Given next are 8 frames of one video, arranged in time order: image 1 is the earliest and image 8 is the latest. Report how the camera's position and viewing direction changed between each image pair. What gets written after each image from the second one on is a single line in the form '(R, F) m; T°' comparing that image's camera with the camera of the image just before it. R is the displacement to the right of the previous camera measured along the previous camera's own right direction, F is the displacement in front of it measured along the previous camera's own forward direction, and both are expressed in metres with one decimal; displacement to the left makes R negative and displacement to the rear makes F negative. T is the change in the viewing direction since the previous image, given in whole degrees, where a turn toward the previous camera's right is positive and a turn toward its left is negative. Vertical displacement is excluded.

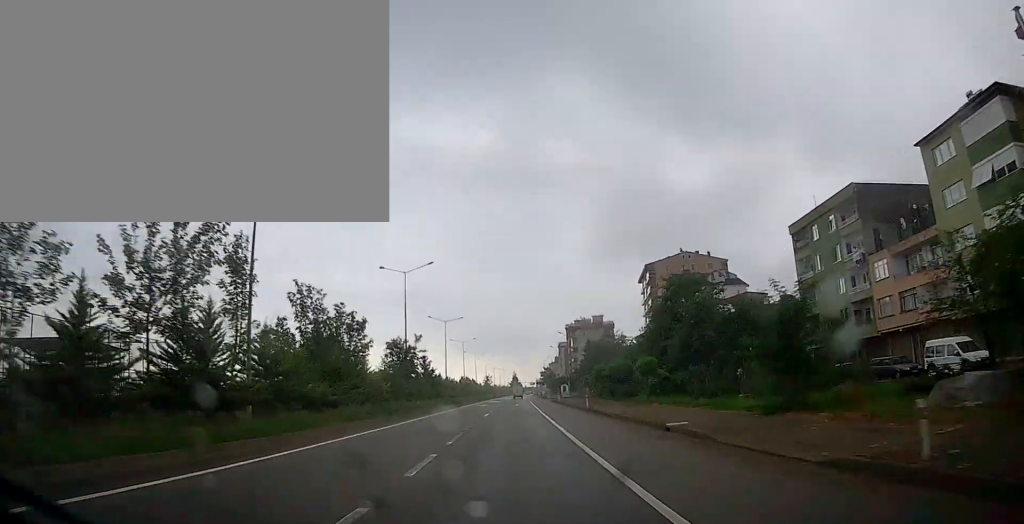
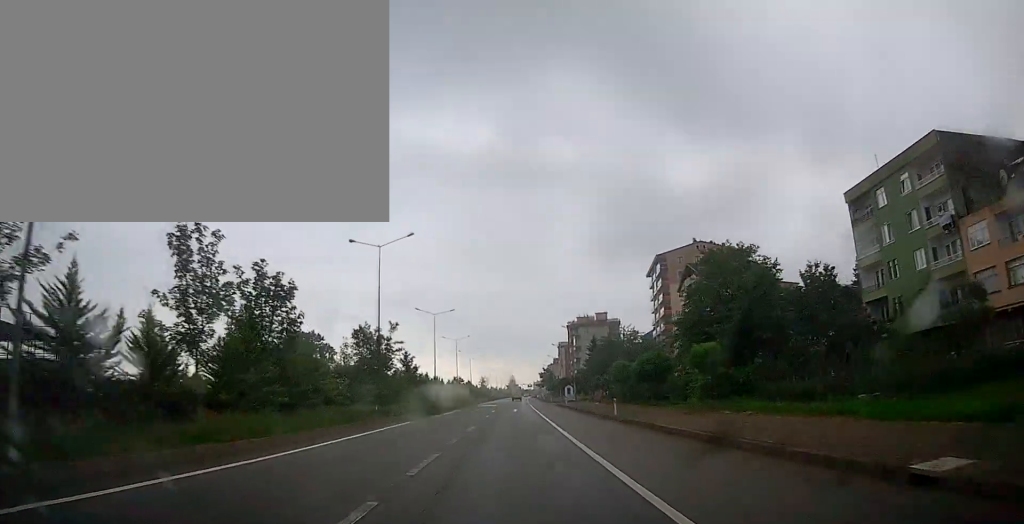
(+0.2, +11.9) m; +1°
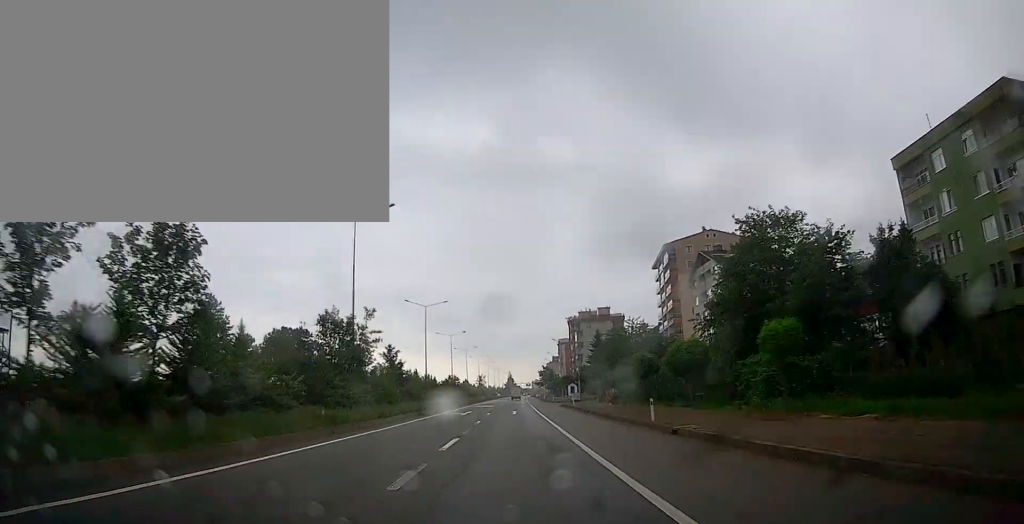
(+0.1, +7.9) m; 0°
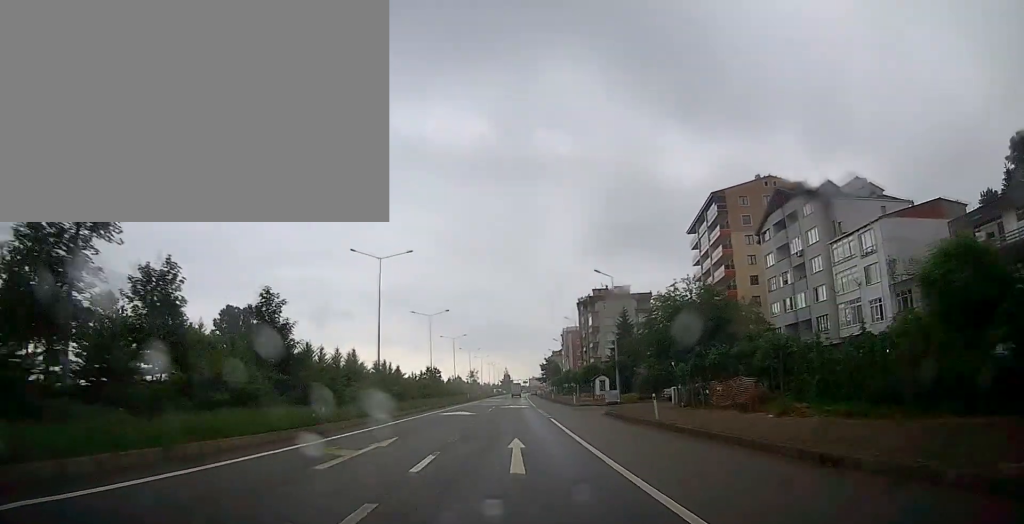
(-0.2, +29.5) m; -1°
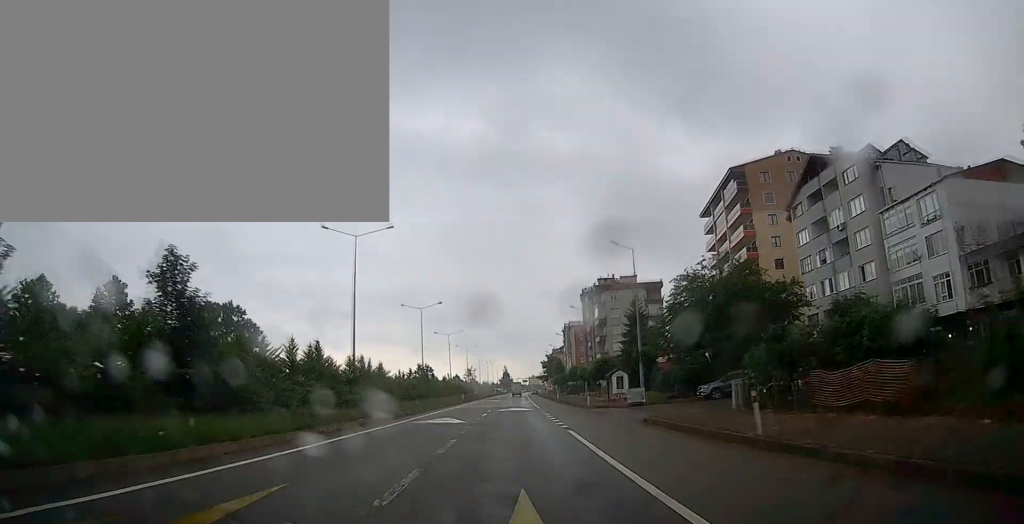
(0.0, +8.9) m; 0°
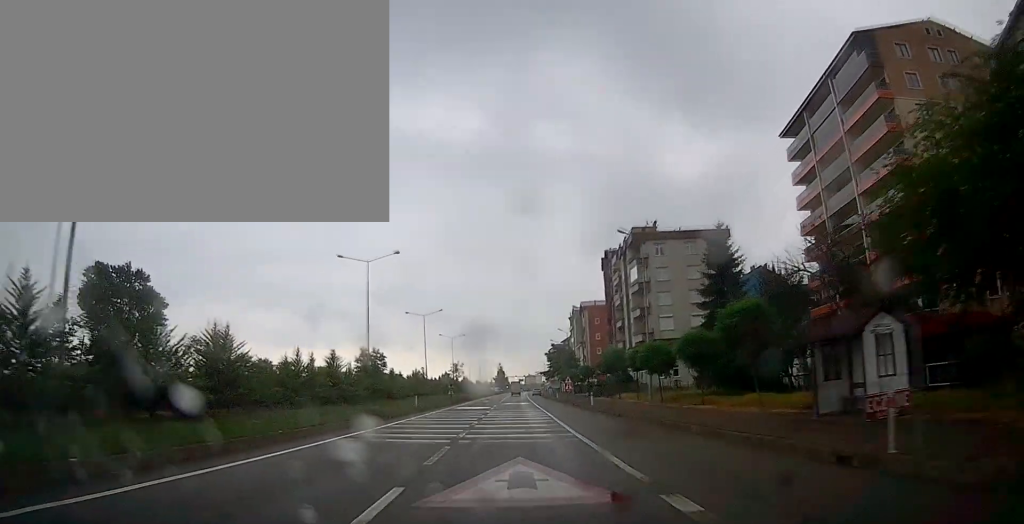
(+0.5, +32.9) m; +1°
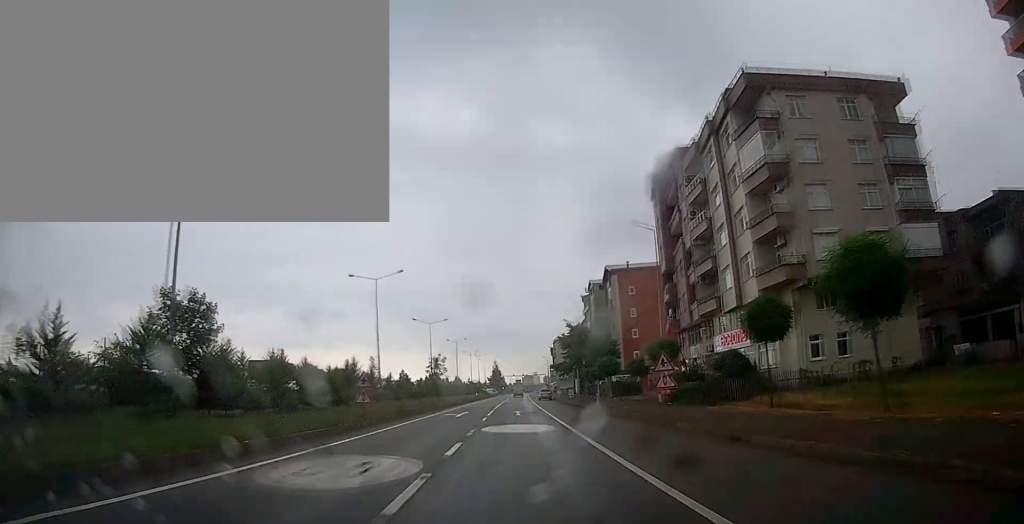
(+0.6, +34.4) m; +1°
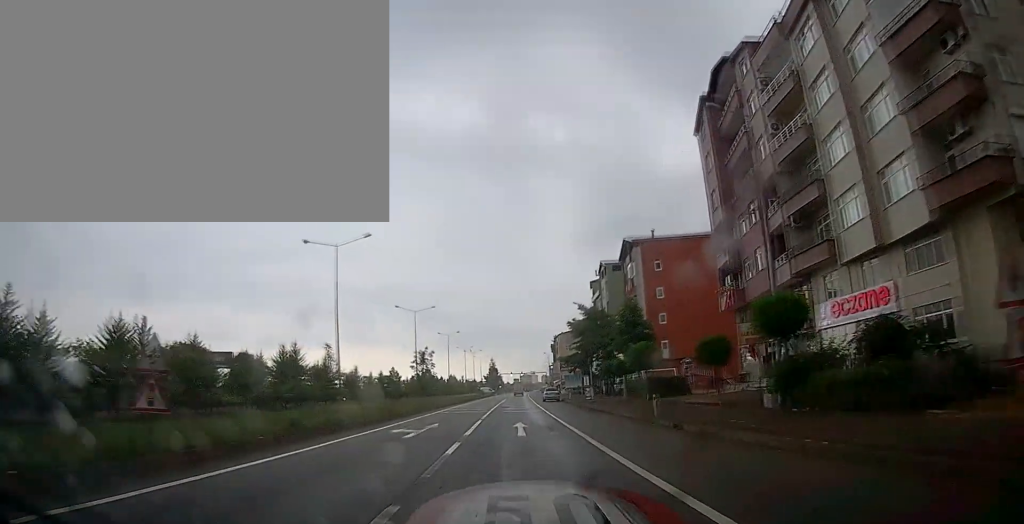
(-0.3, +15.1) m; 0°
